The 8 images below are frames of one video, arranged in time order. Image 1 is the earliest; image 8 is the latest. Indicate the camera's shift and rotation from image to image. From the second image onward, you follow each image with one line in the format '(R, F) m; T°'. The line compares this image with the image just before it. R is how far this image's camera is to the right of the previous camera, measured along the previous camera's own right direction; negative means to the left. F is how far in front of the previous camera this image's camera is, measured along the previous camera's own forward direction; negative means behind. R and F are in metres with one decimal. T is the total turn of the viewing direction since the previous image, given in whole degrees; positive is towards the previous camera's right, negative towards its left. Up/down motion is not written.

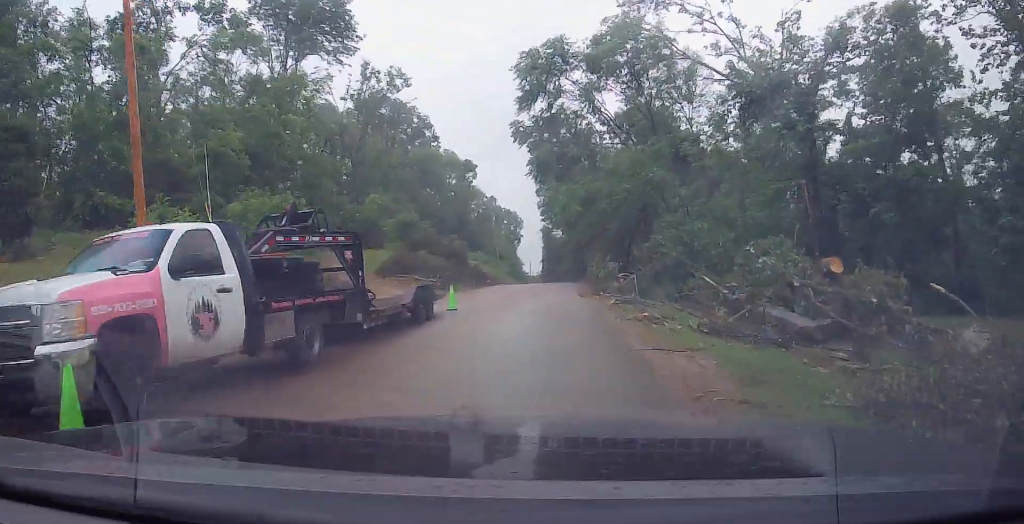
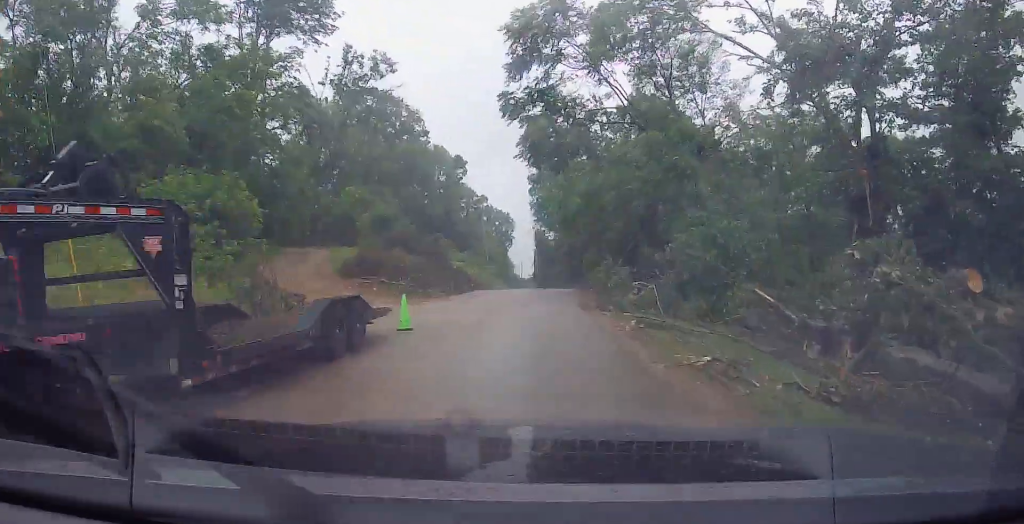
(+0.1, +5.3) m; +1°
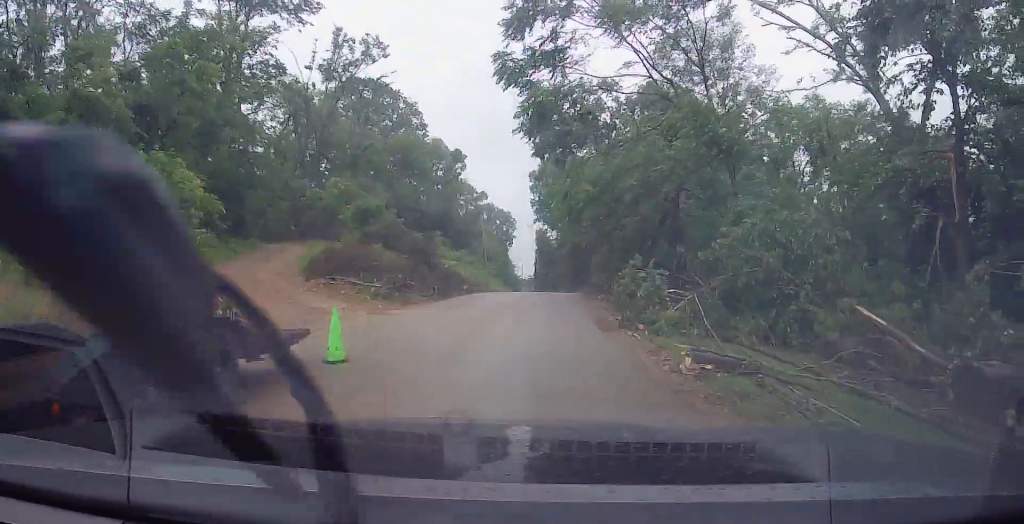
(+0.1, +4.5) m; +1°
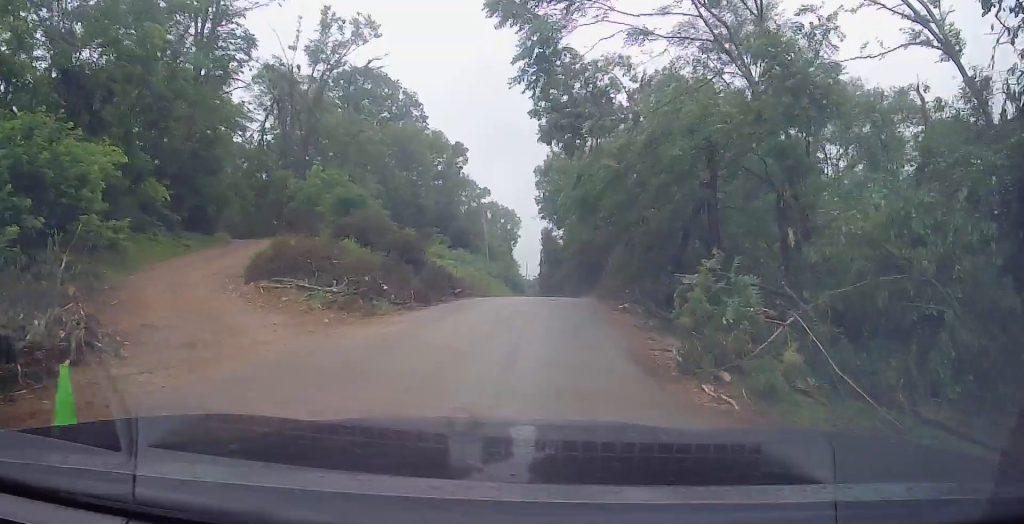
(0.0, +5.3) m; +1°
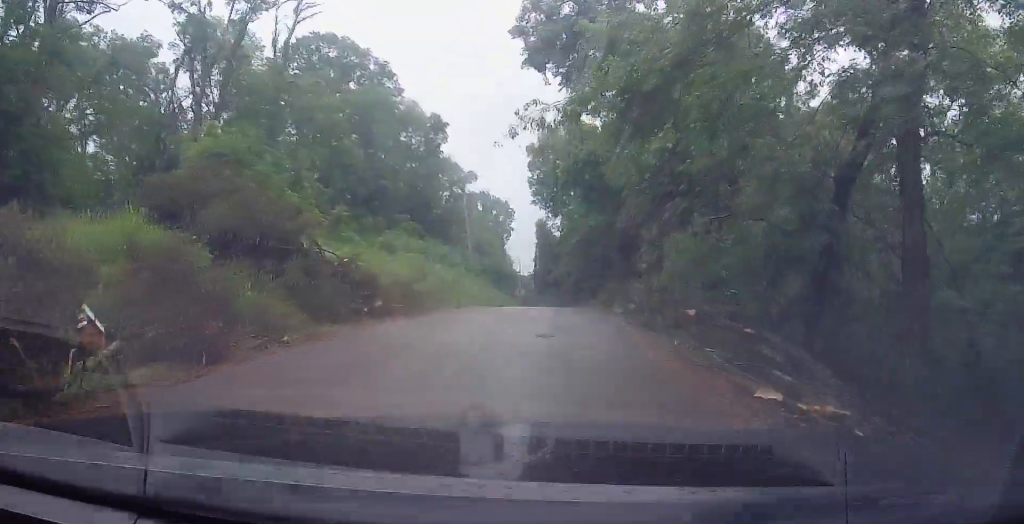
(+0.4, +14.3) m; +2°
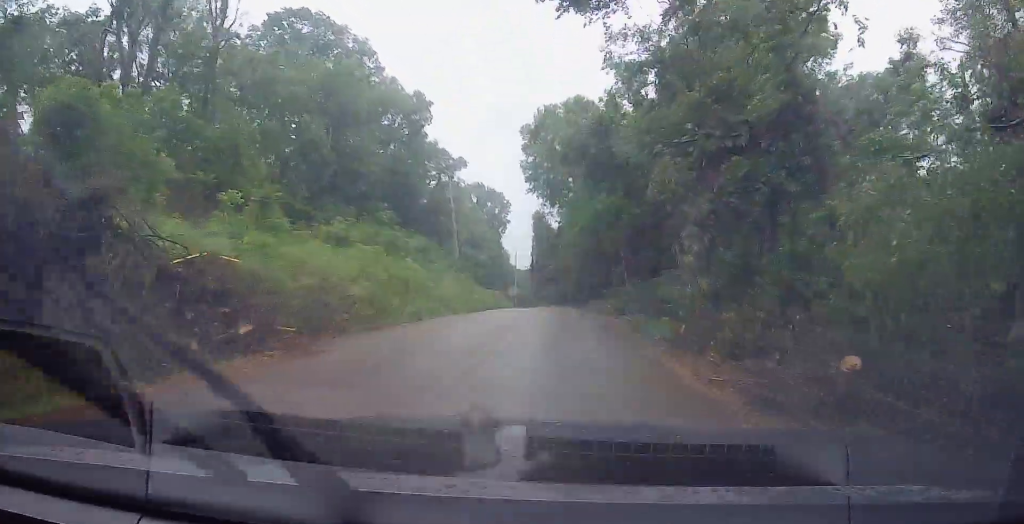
(+0.2, +8.0) m; 0°
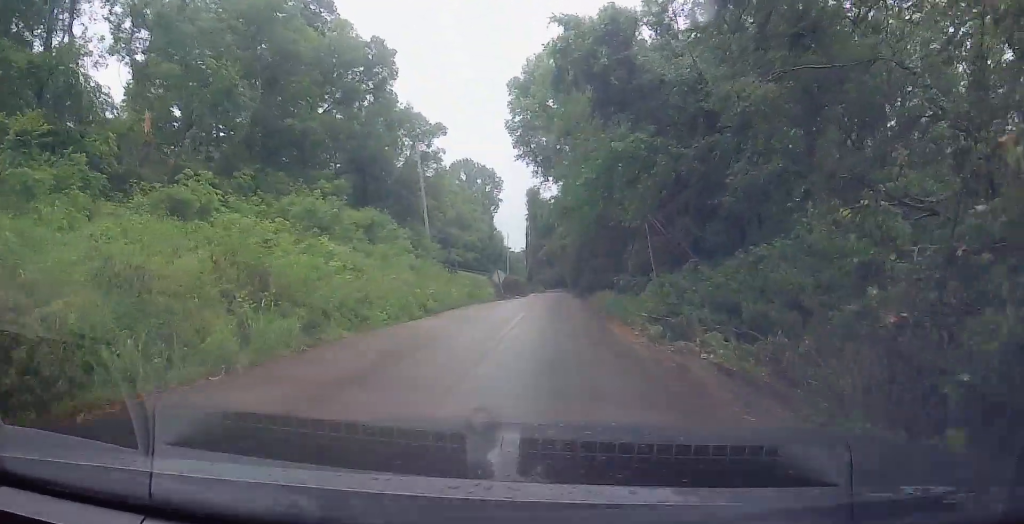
(-0.4, +12.2) m; -1°
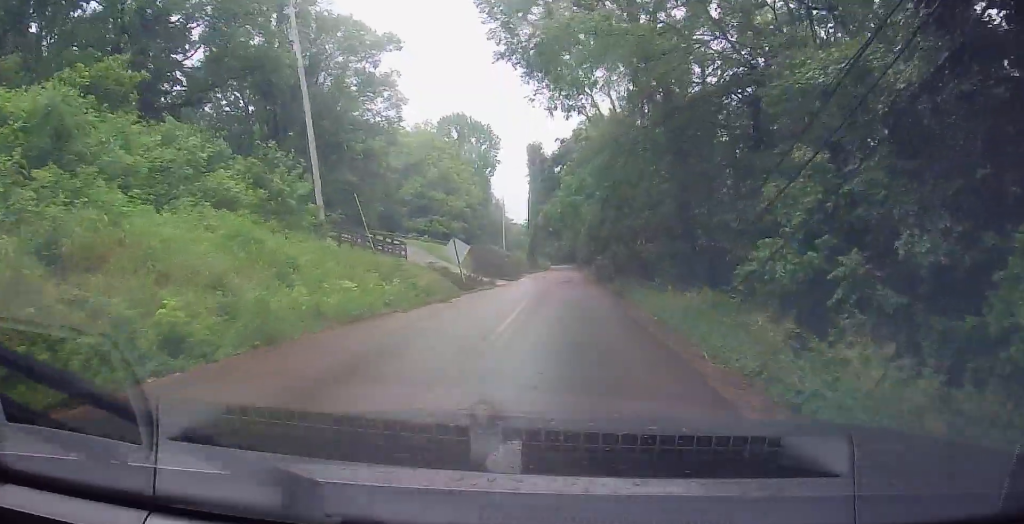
(+0.6, +23.5) m; +2°
